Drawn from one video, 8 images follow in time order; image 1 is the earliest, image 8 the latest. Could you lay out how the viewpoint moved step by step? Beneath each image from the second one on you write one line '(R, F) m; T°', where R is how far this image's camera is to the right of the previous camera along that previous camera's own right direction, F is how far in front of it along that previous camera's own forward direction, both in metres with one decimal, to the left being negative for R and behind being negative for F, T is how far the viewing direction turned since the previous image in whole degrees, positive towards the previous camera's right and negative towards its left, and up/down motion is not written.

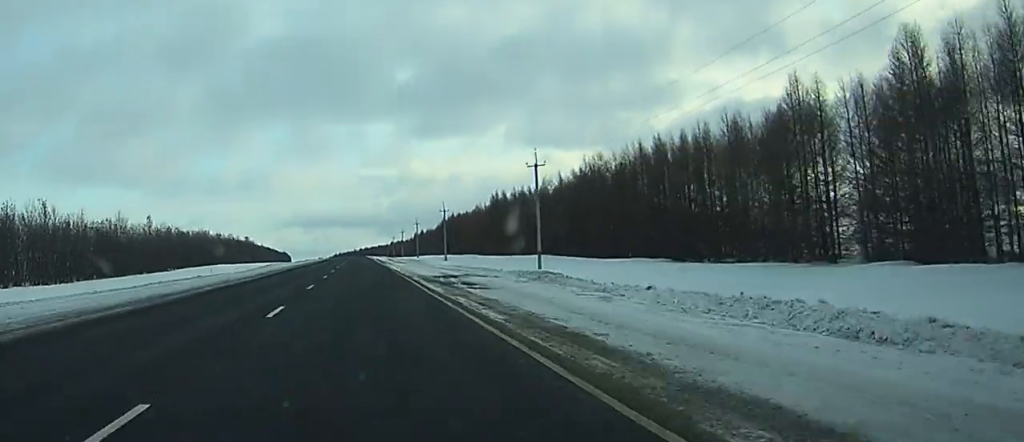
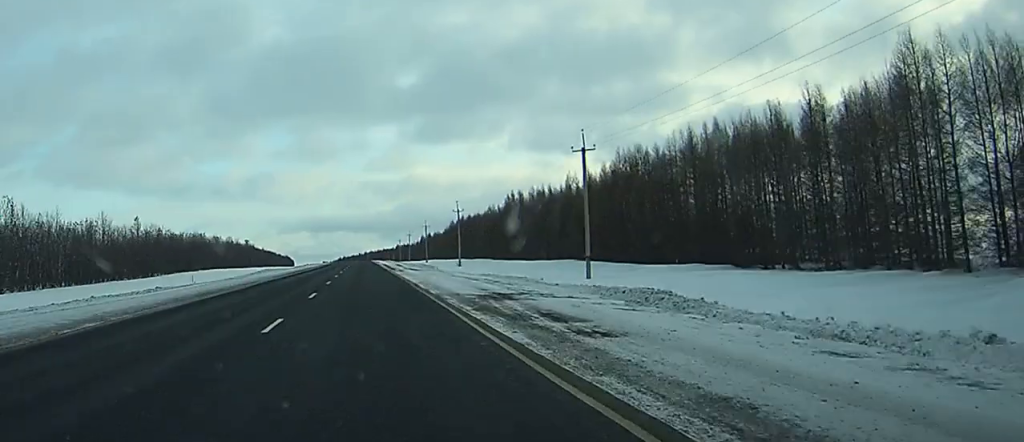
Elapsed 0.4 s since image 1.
(0.0, +13.1) m; 0°
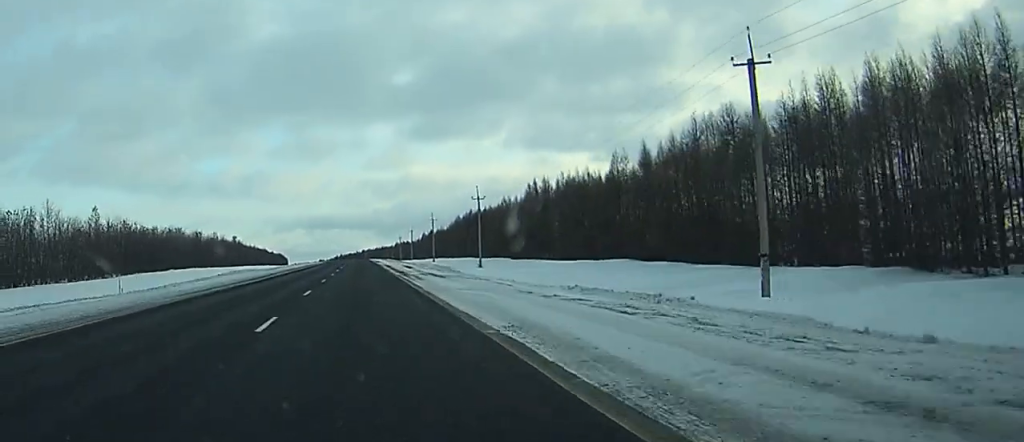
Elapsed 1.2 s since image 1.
(0.0, +24.2) m; 0°
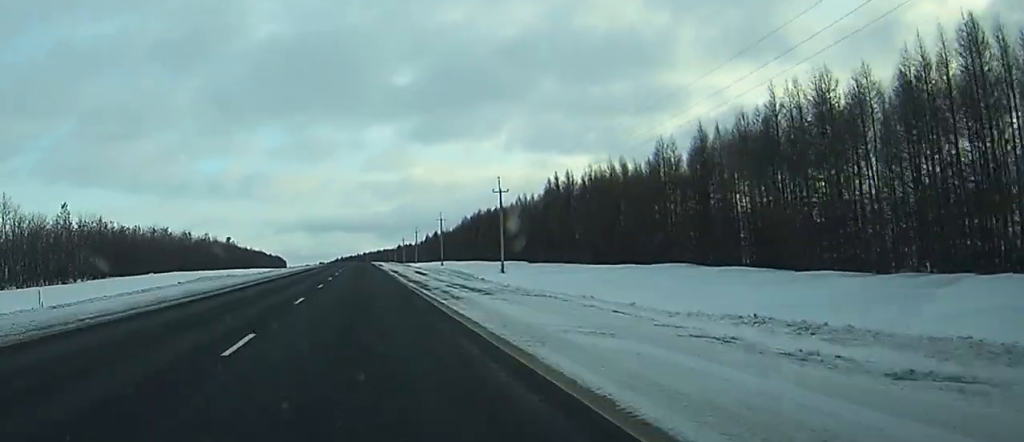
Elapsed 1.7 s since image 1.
(0.0, +15.2) m; 0°
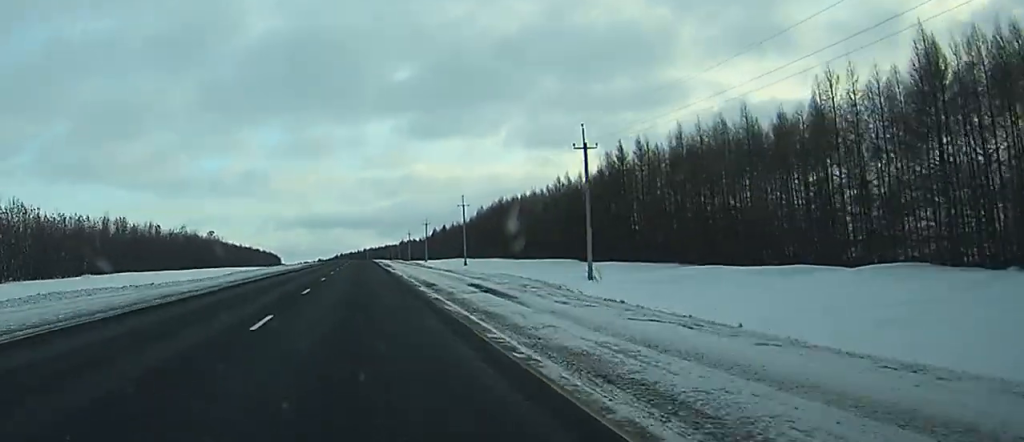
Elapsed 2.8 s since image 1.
(0.0, +32.5) m; 0°
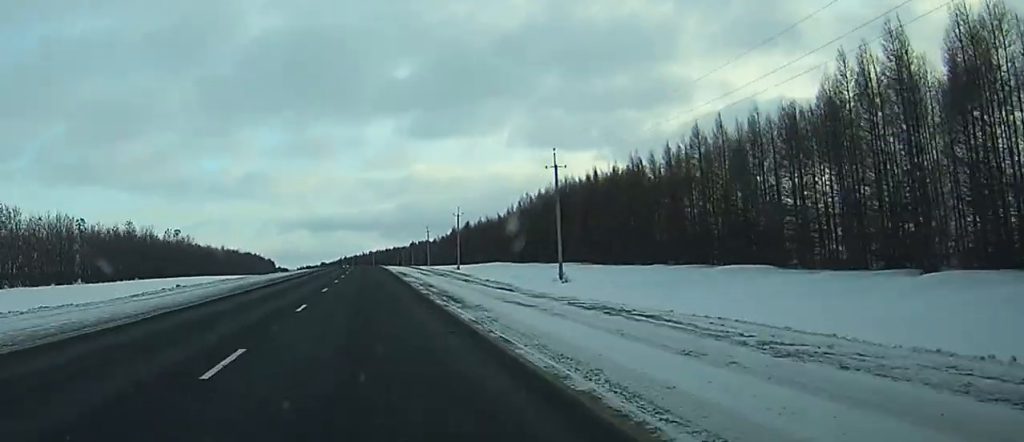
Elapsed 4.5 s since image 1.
(-0.1, +53.2) m; 0°
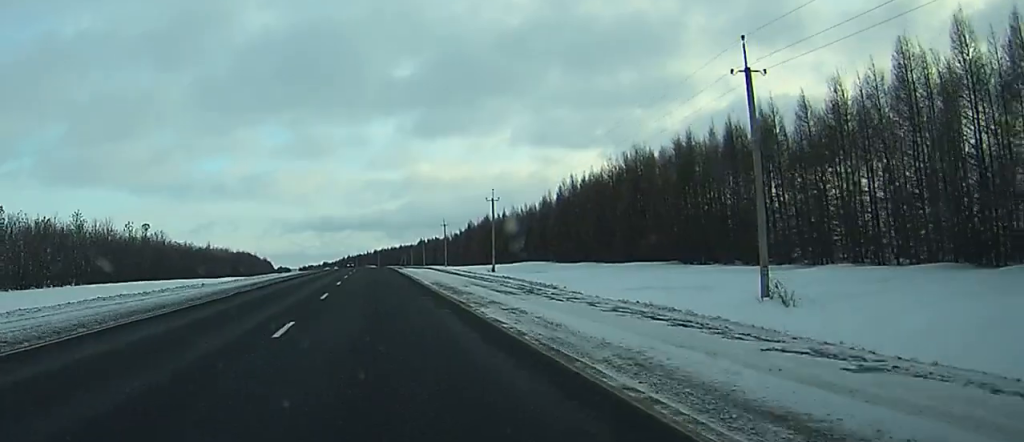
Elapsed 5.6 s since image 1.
(0.0, +32.0) m; 0°
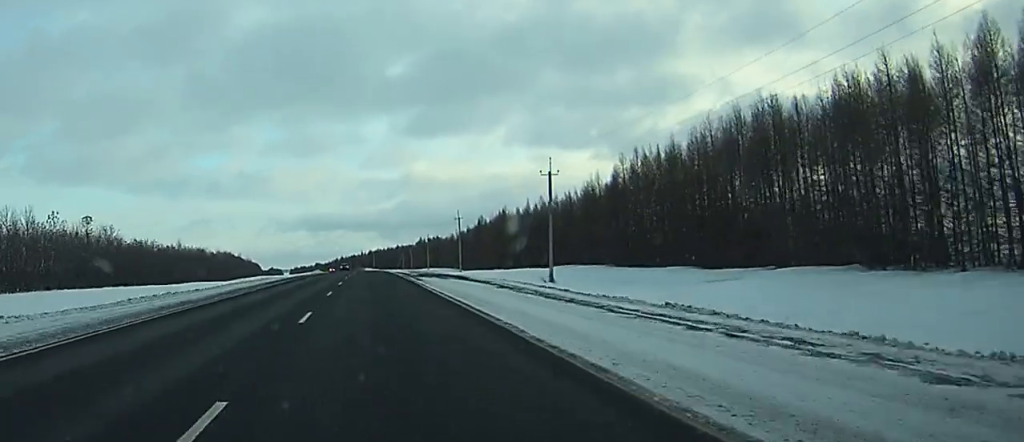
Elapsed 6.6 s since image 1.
(0.0, +33.2) m; 0°
